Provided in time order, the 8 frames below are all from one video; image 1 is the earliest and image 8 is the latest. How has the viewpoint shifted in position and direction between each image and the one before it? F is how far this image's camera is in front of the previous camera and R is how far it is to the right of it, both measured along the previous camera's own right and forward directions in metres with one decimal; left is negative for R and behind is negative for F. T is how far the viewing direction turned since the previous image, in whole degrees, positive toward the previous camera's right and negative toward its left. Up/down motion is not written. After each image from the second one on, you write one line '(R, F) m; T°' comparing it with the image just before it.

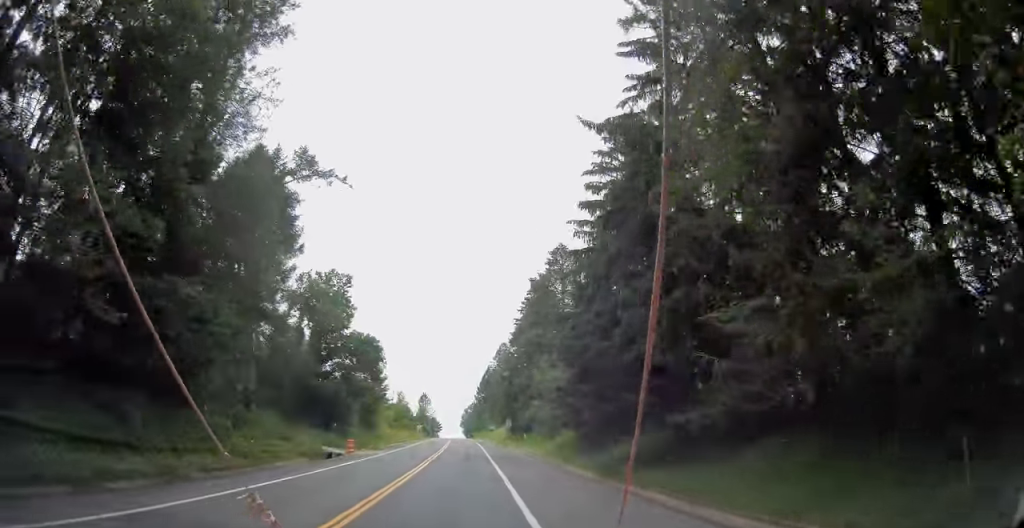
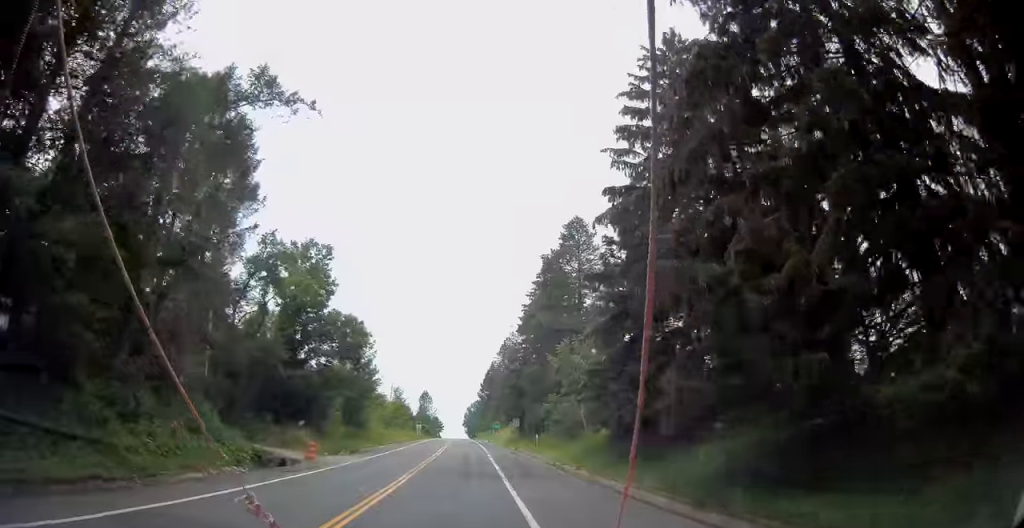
(-0.3, +10.4) m; 0°
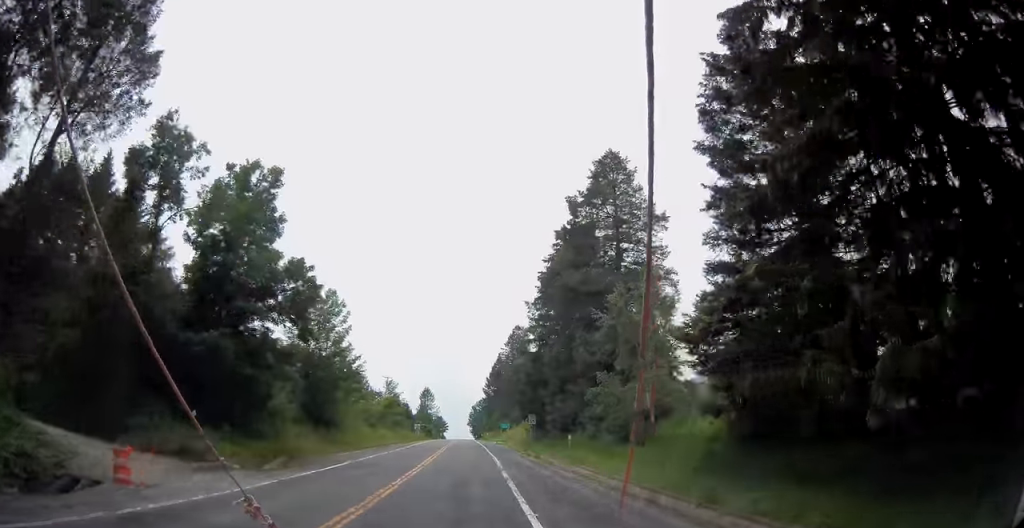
(+0.4, +16.9) m; 0°
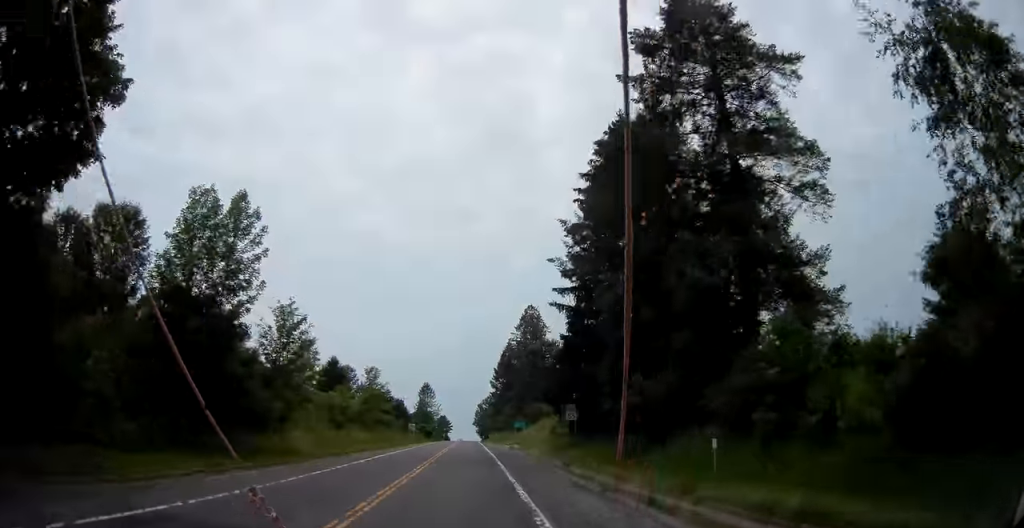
(-0.4, +23.4) m; -1°
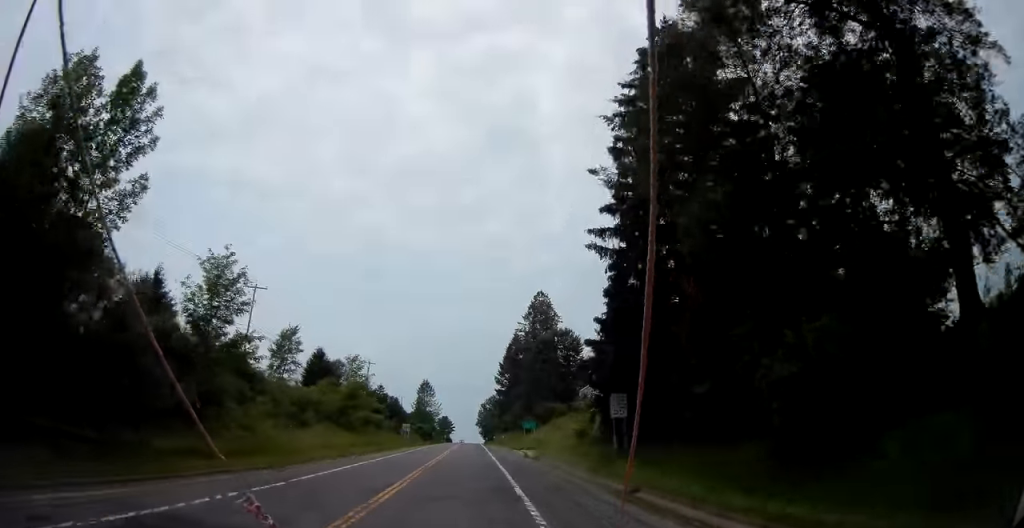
(0.0, +13.1) m; 0°
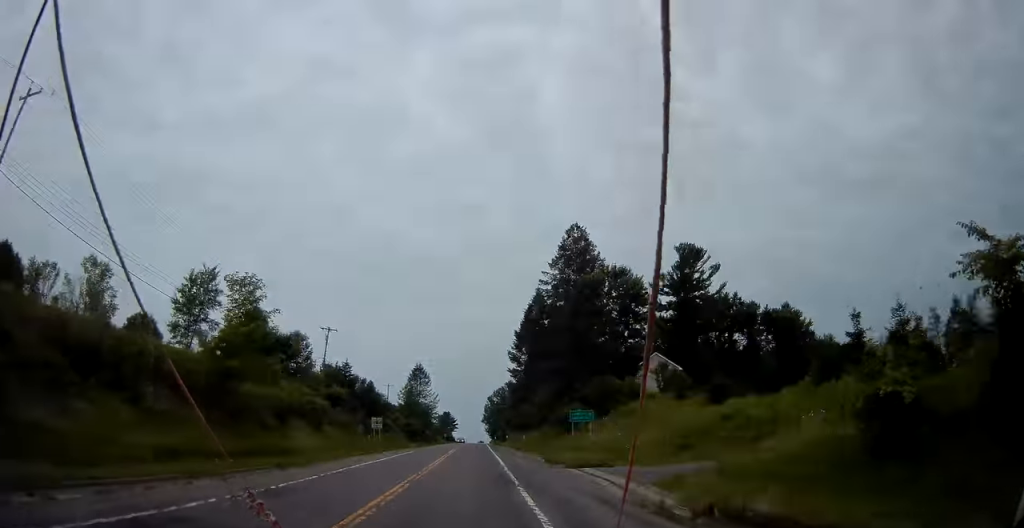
(-0.4, +35.5) m; -1°
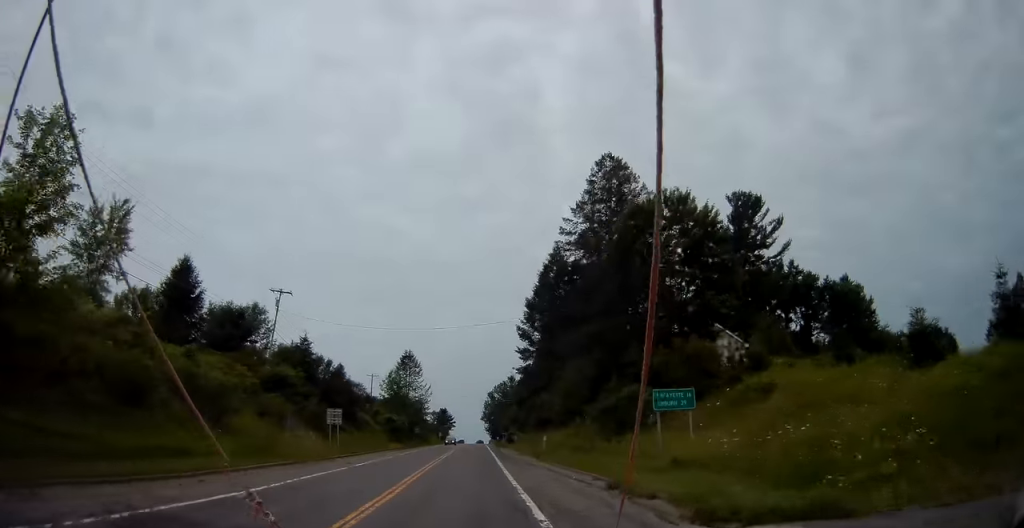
(0.0, +20.3) m; +1°
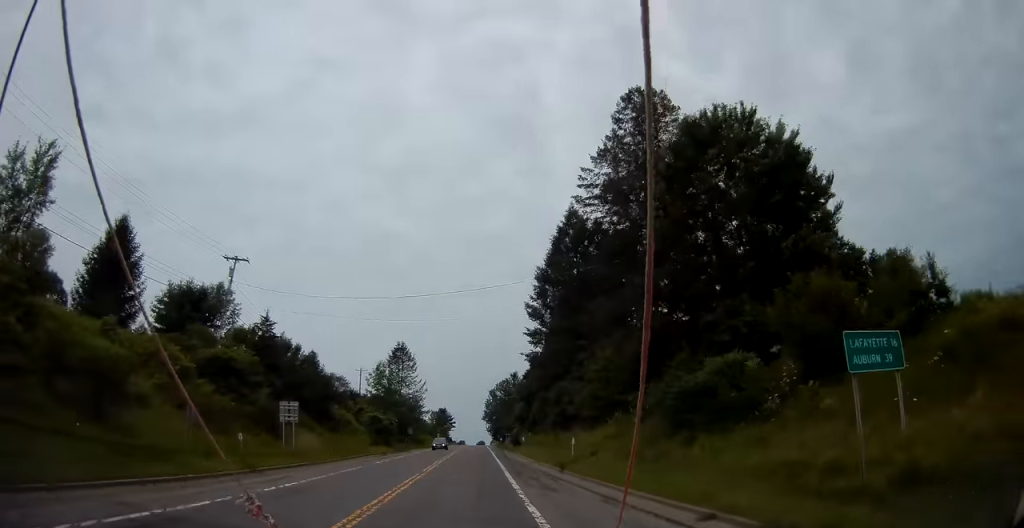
(+0.1, +12.2) m; 0°
